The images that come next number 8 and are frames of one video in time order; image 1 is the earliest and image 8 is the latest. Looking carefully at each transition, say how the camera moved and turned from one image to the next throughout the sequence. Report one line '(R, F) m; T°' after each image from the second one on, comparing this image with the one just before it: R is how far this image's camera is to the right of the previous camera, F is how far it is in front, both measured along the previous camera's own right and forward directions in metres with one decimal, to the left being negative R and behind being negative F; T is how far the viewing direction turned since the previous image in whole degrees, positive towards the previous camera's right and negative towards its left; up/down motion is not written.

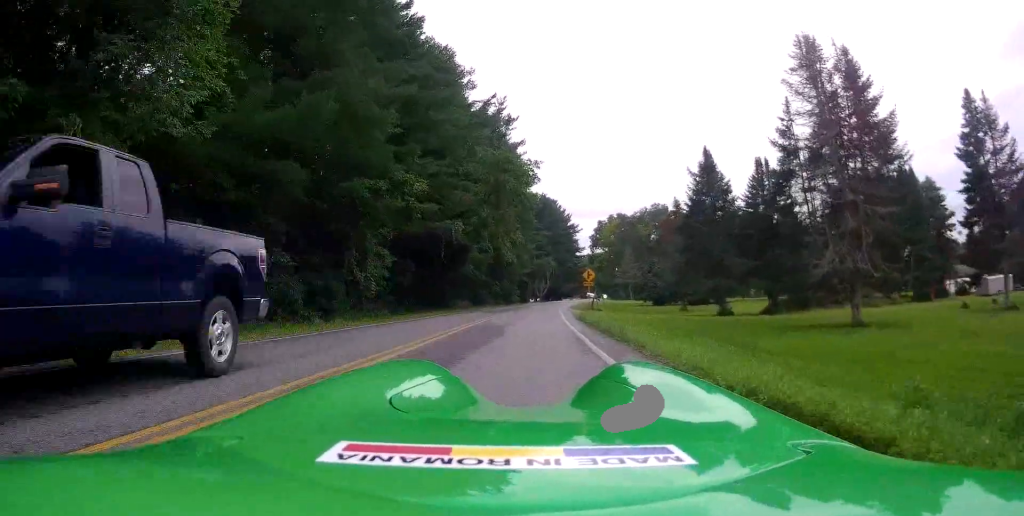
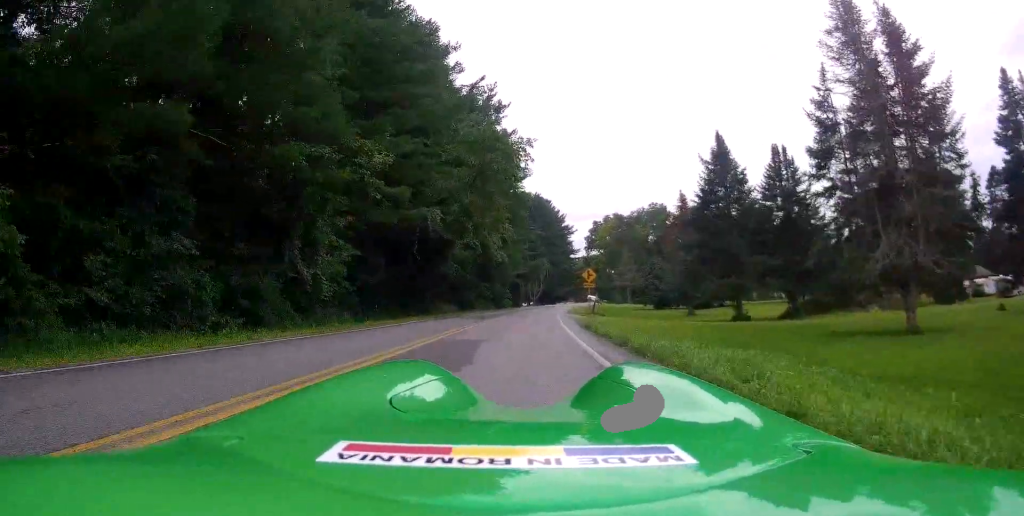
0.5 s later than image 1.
(0.0, +5.6) m; +2°
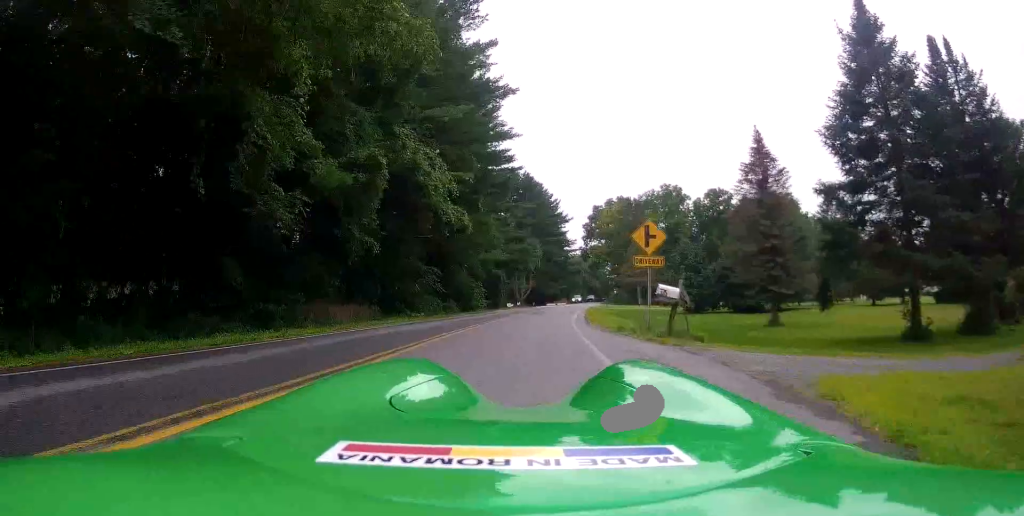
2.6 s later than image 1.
(+1.7, +22.9) m; +4°
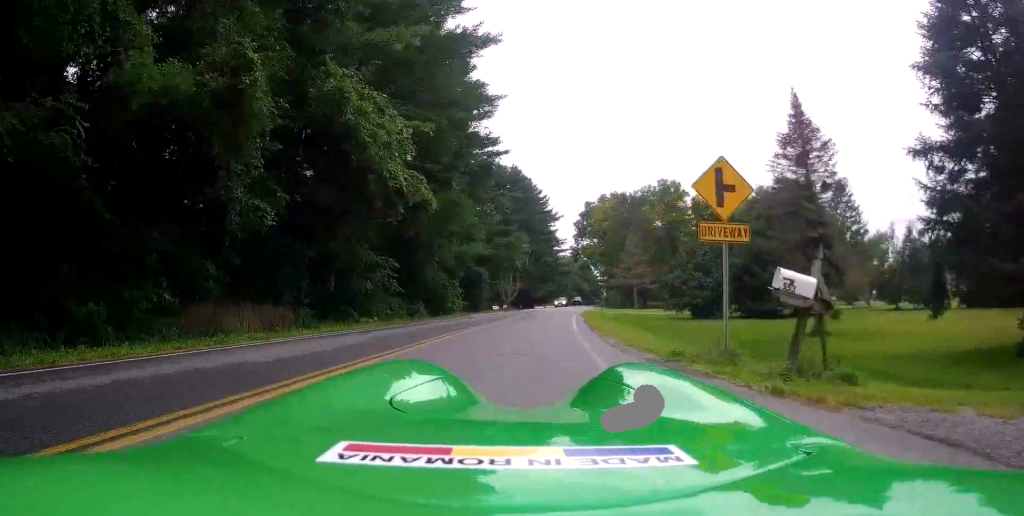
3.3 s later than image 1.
(0.0, +7.6) m; 0°
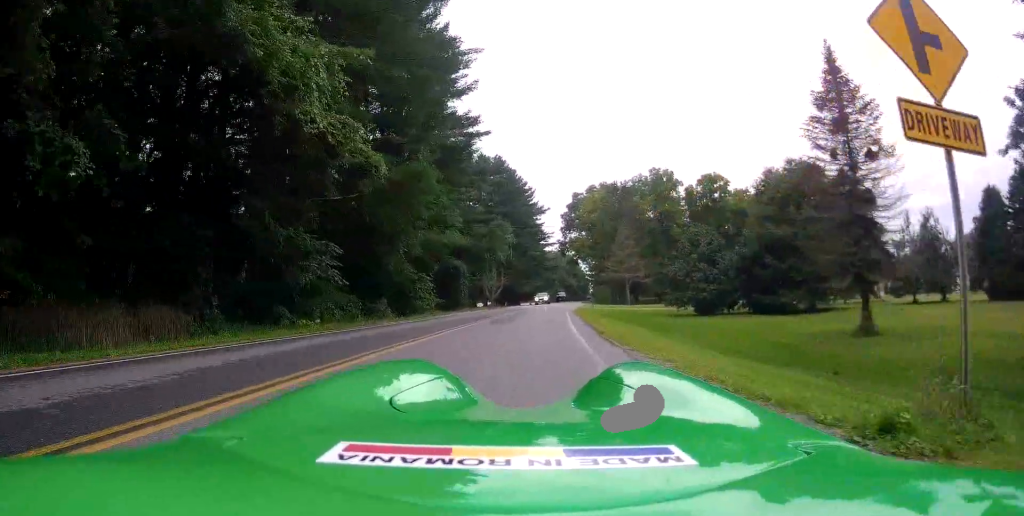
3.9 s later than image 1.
(0.0, +5.8) m; 0°
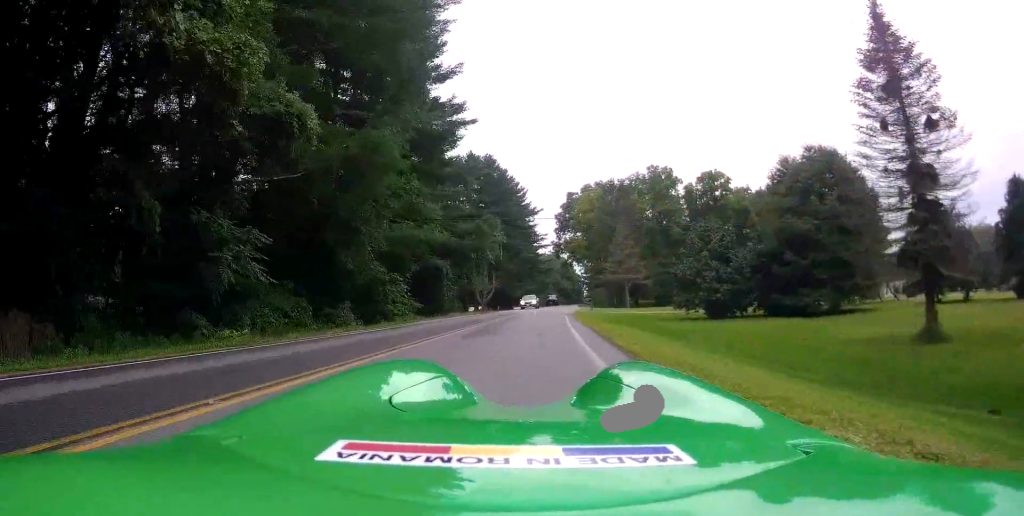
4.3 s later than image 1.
(0.0, +4.9) m; 0°
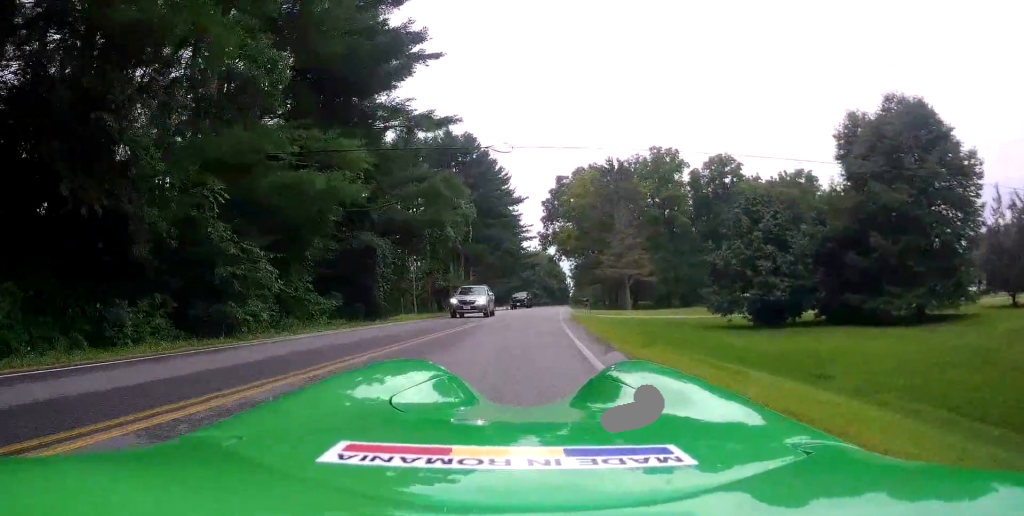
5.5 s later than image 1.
(0.0, +12.8) m; 0°
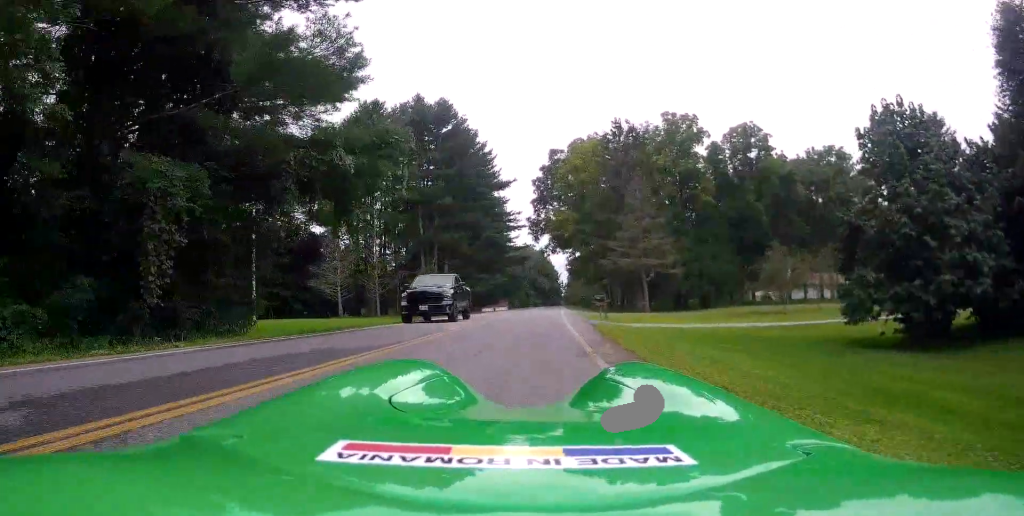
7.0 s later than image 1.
(0.0, +15.3) m; -1°
